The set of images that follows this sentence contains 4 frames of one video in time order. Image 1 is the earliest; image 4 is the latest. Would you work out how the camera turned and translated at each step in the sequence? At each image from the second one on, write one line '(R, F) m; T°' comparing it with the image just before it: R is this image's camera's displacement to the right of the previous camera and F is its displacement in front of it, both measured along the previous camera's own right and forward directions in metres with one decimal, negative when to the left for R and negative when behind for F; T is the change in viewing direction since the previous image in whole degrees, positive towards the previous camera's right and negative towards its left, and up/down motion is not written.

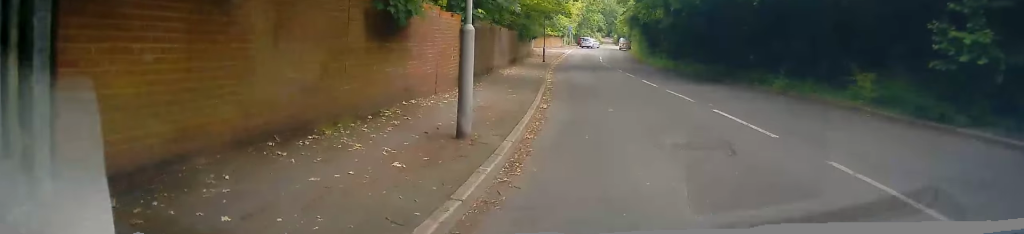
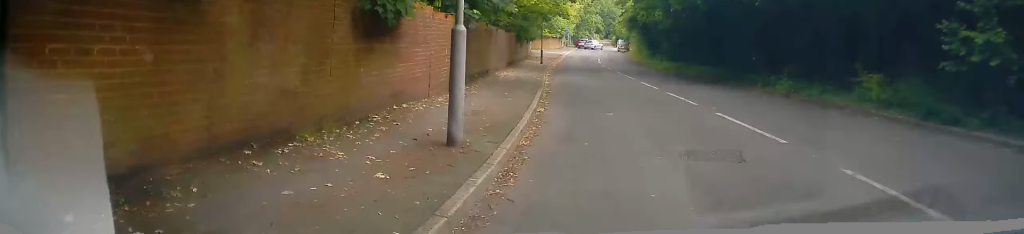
(+0.2, +0.5) m; 0°
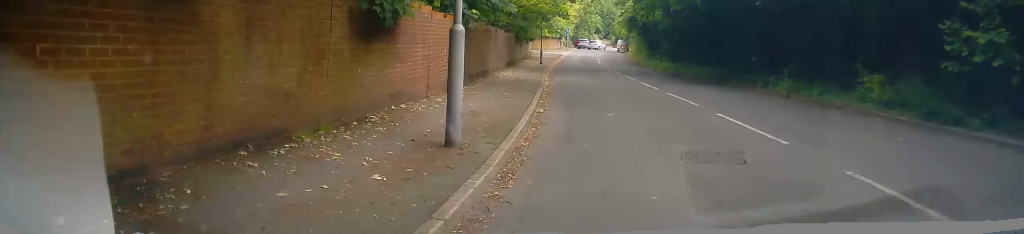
(+0.2, +0.3) m; 0°
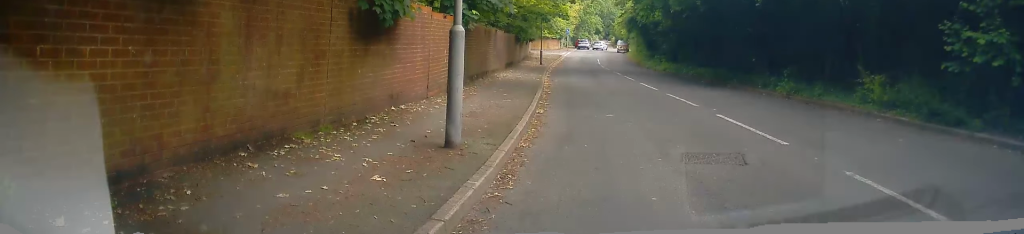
(0.0, +0.3) m; 0°
